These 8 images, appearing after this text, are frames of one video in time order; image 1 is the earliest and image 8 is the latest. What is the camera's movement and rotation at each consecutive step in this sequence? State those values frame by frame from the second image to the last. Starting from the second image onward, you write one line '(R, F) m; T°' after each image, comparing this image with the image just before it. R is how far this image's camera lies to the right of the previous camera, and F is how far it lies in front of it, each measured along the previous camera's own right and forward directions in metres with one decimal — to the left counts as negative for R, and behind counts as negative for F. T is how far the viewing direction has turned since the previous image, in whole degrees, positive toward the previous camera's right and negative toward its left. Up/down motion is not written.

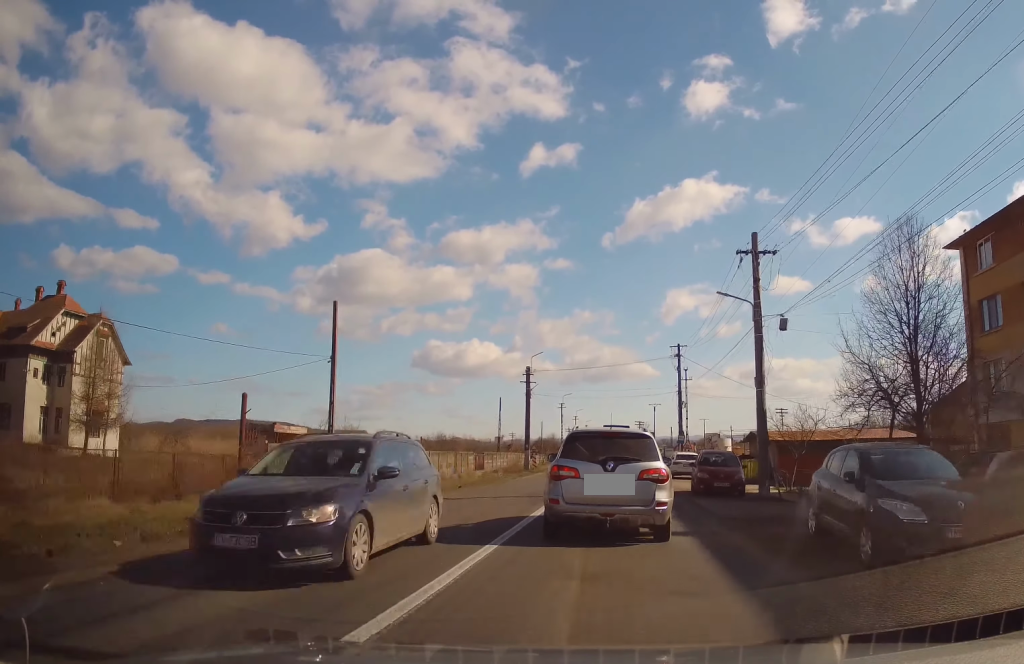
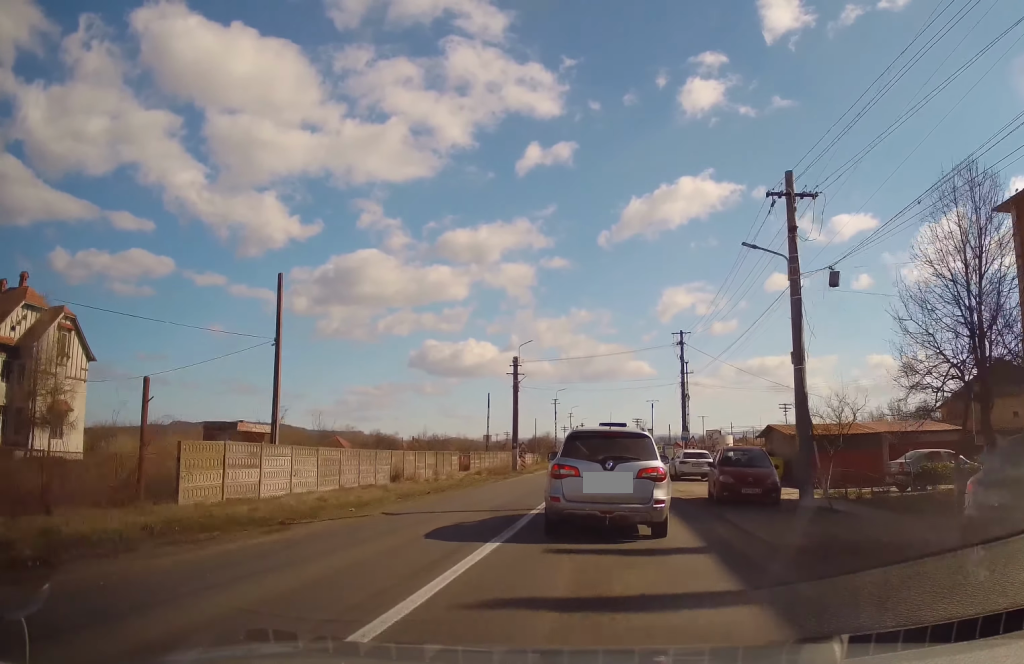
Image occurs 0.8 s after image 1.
(-0.2, +4.8) m; 0°
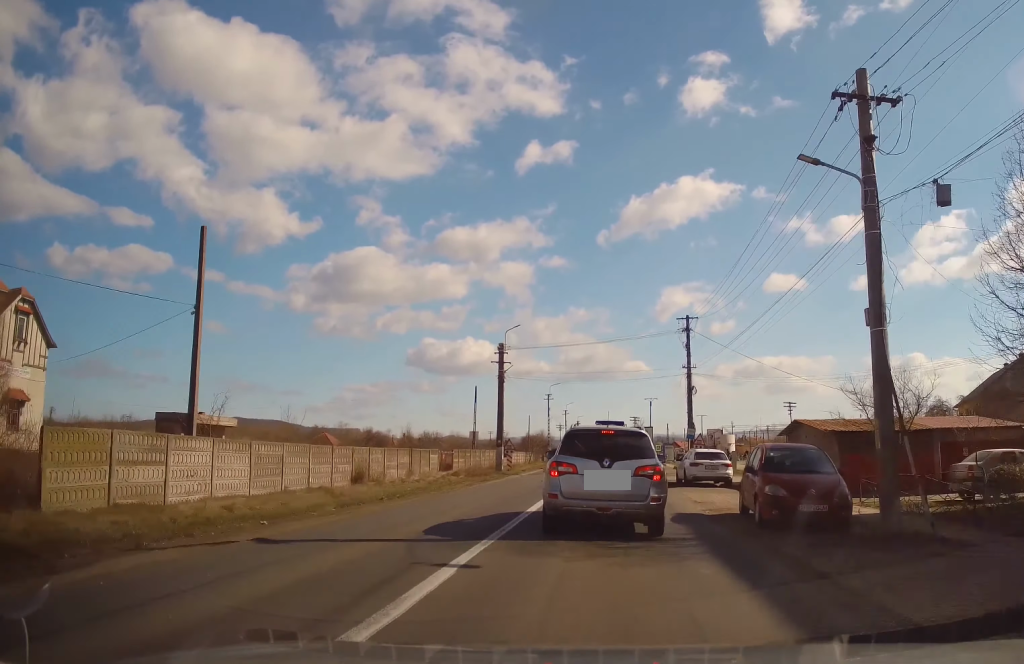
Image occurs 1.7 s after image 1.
(0.0, +5.2) m; 0°
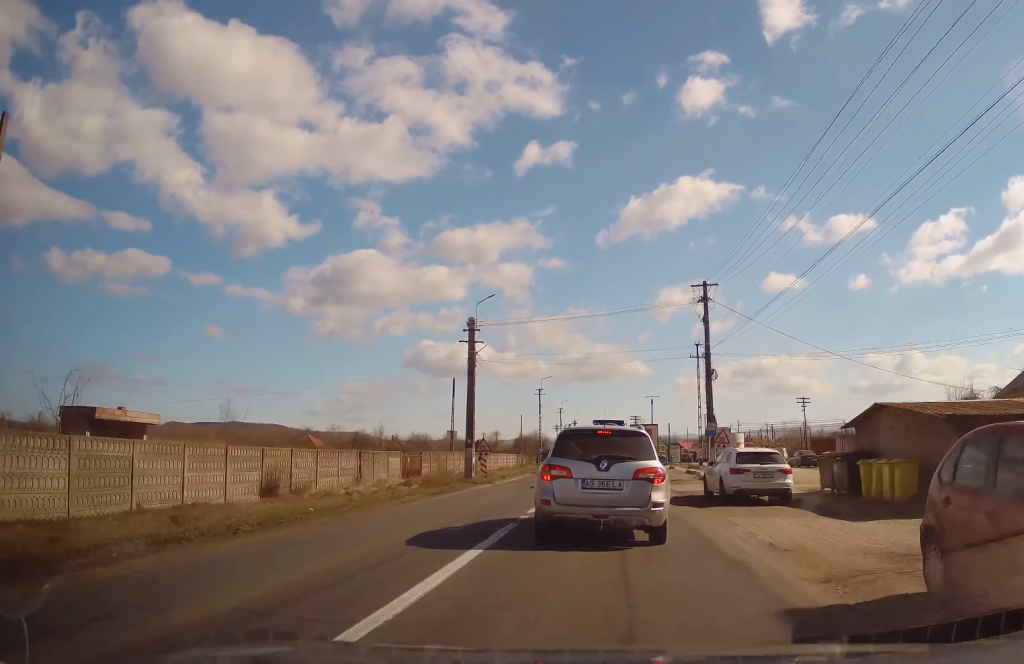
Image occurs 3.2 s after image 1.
(-0.3, +8.8) m; +1°
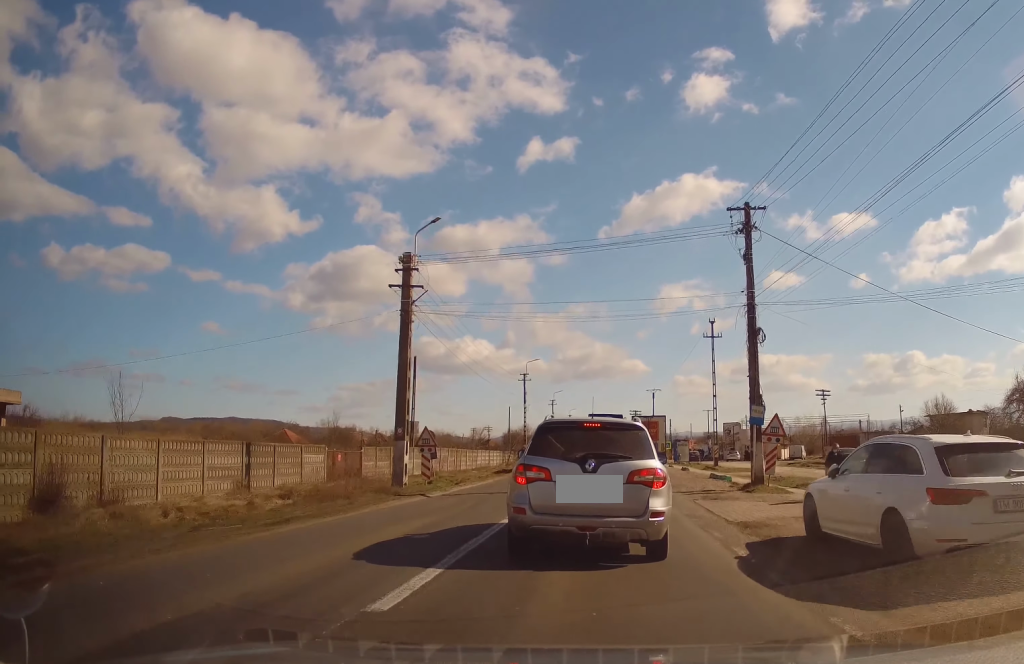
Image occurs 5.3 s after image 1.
(+0.4, +10.7) m; -2°
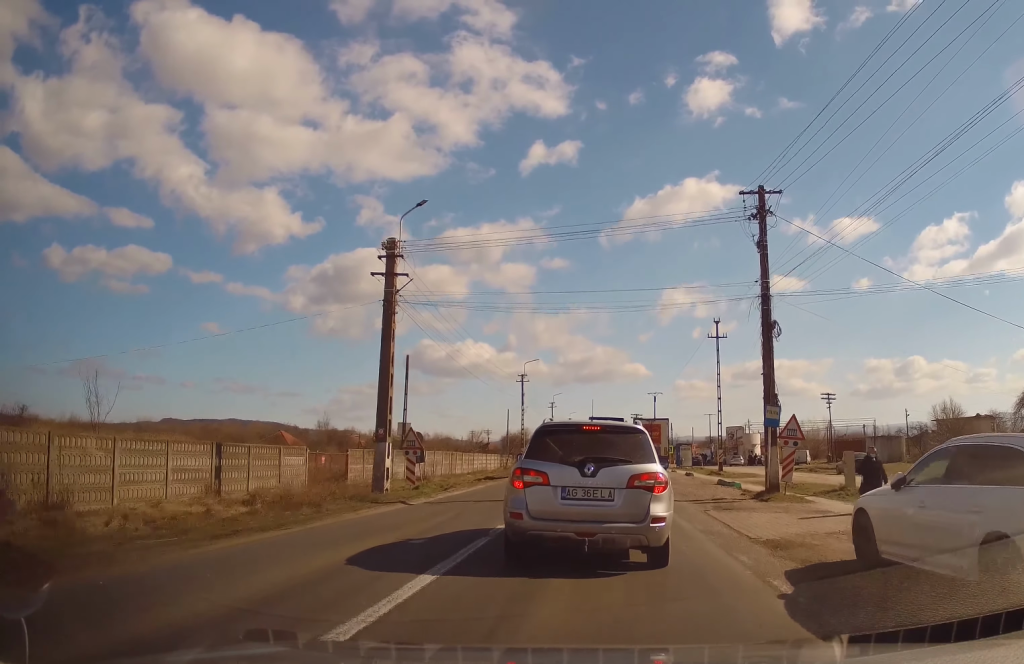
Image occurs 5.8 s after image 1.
(0.0, +1.9) m; +1°
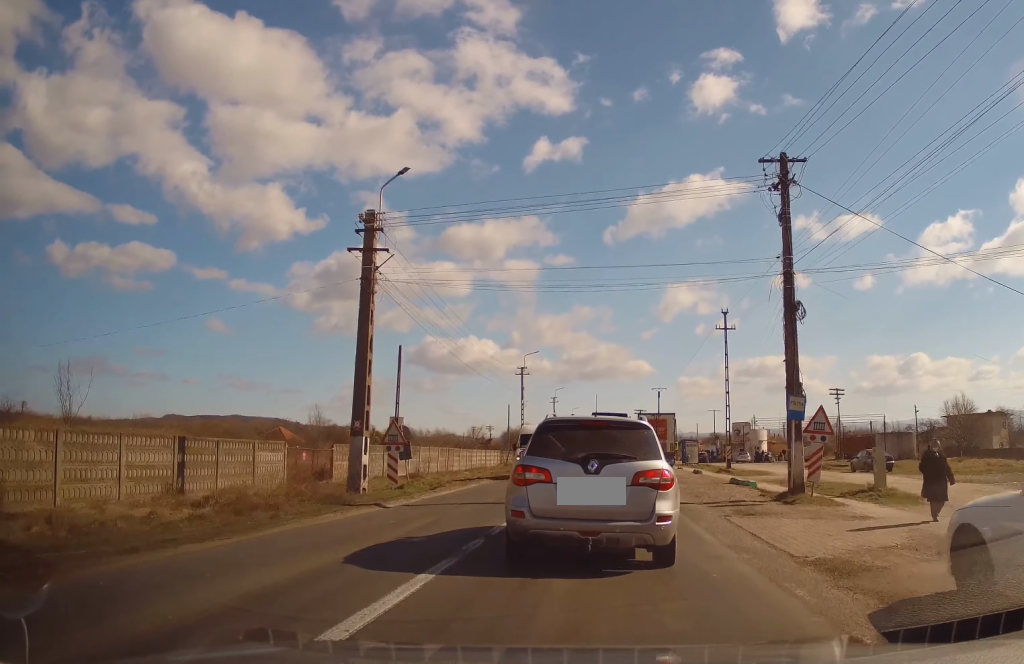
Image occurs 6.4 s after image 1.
(0.0, +2.4) m; 0°
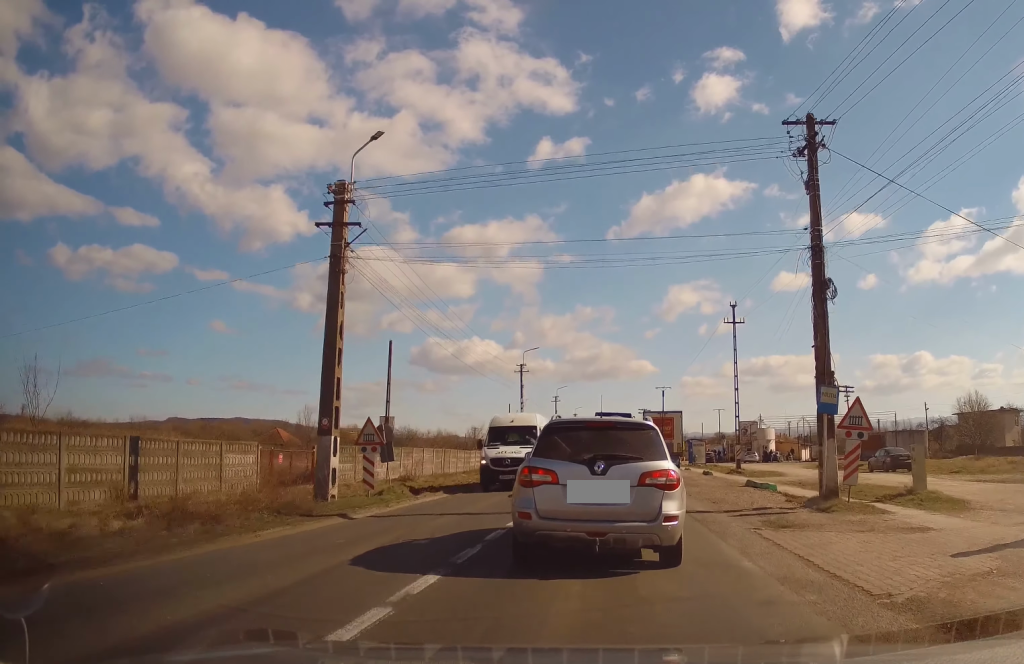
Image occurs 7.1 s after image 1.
(0.0, +2.7) m; -4°
